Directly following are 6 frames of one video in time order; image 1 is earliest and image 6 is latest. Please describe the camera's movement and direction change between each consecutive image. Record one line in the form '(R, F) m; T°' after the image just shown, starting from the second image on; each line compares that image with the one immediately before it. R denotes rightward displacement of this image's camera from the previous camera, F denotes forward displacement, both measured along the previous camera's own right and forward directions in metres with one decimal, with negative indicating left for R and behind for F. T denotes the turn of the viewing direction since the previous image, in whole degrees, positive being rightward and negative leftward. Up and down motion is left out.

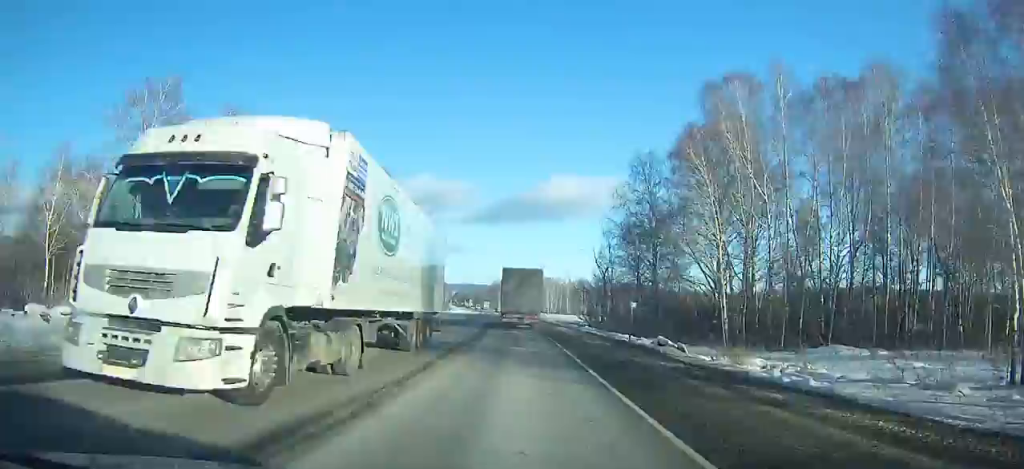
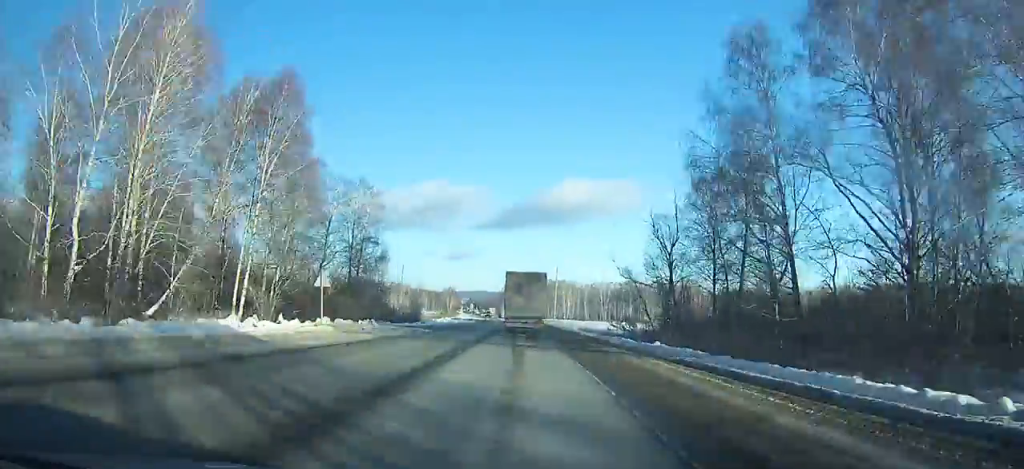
(-0.1, +31.8) m; -1°
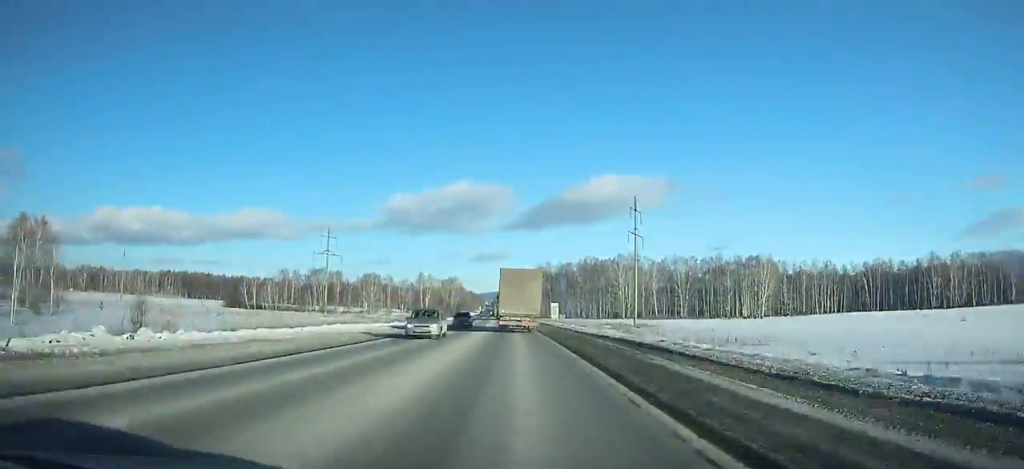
(-3.5, +124.3) m; -3°
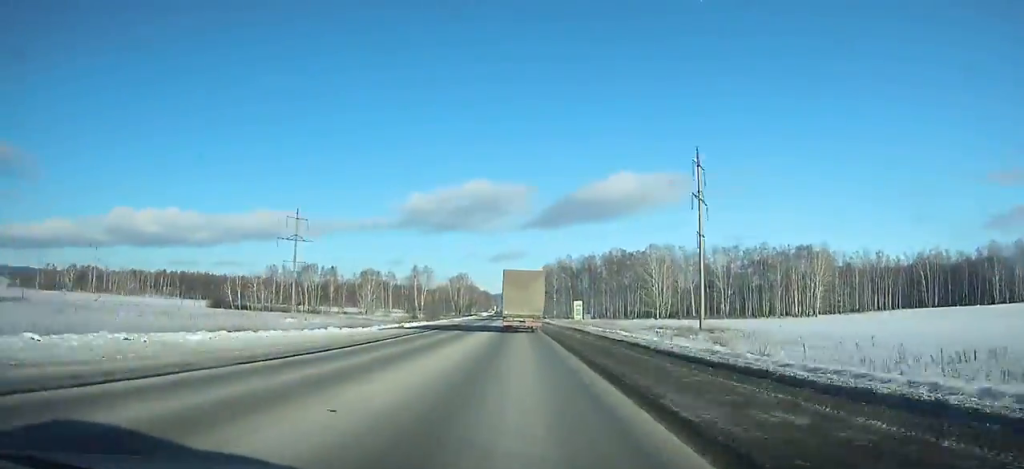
(-0.1, +29.1) m; -1°
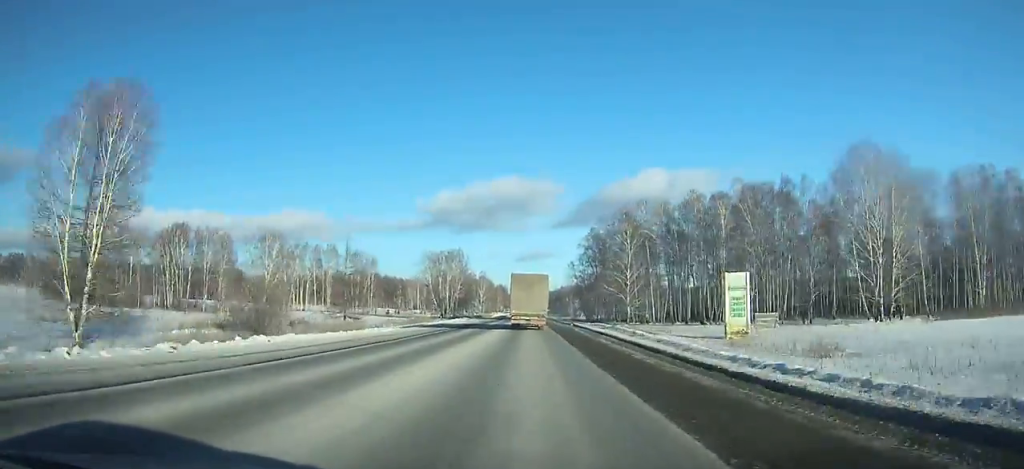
(-2.7, +105.8) m; -2°
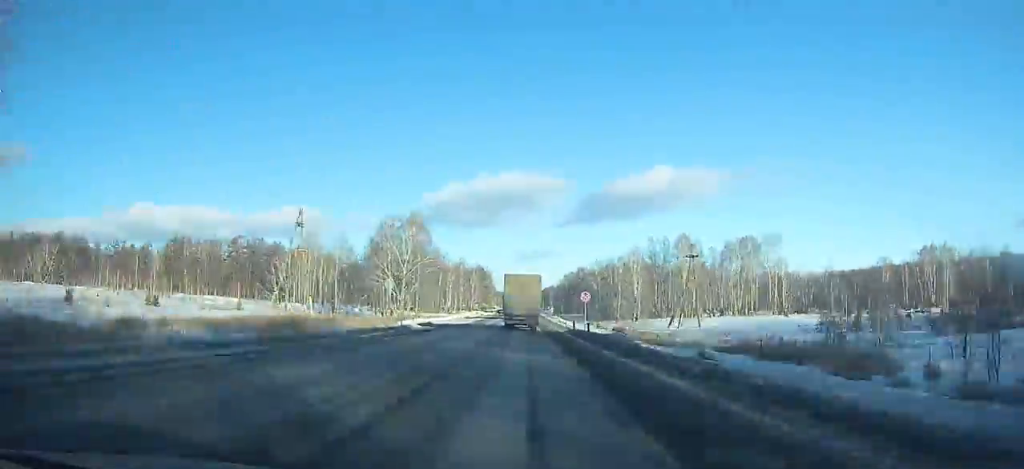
(-0.5, +164.3) m; 0°
